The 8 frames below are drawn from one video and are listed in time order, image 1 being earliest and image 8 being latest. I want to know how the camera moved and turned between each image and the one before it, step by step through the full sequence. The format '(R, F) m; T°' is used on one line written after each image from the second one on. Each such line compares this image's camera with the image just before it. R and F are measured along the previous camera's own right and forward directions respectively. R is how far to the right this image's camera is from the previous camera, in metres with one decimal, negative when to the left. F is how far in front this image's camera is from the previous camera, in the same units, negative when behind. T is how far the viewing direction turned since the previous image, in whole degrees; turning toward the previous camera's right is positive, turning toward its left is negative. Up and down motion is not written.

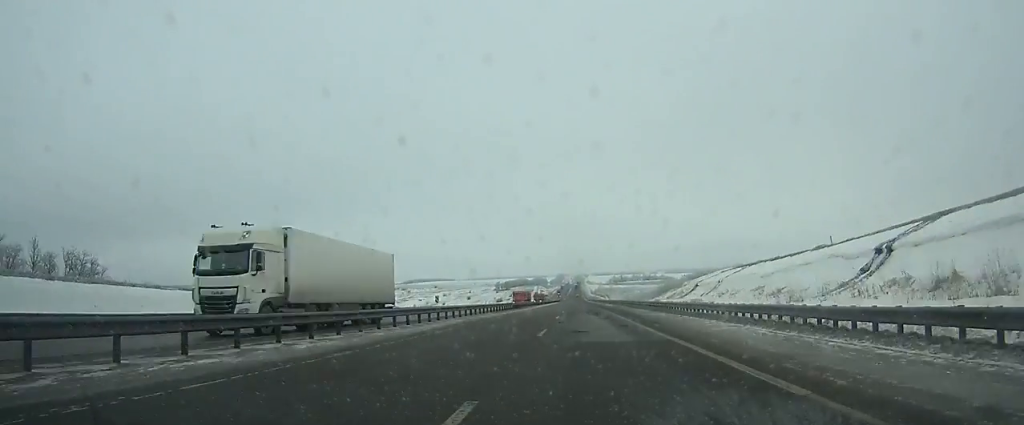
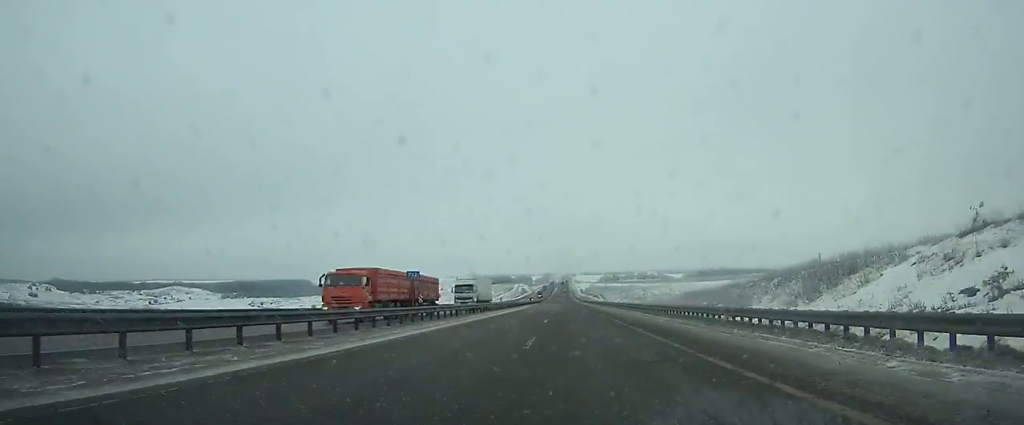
(+0.2, +86.7) m; 0°
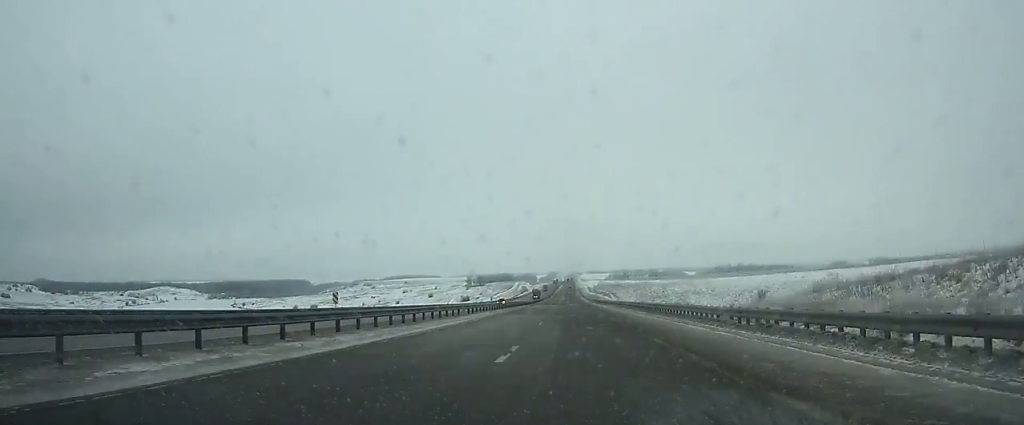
(+0.2, +53.7) m; 0°
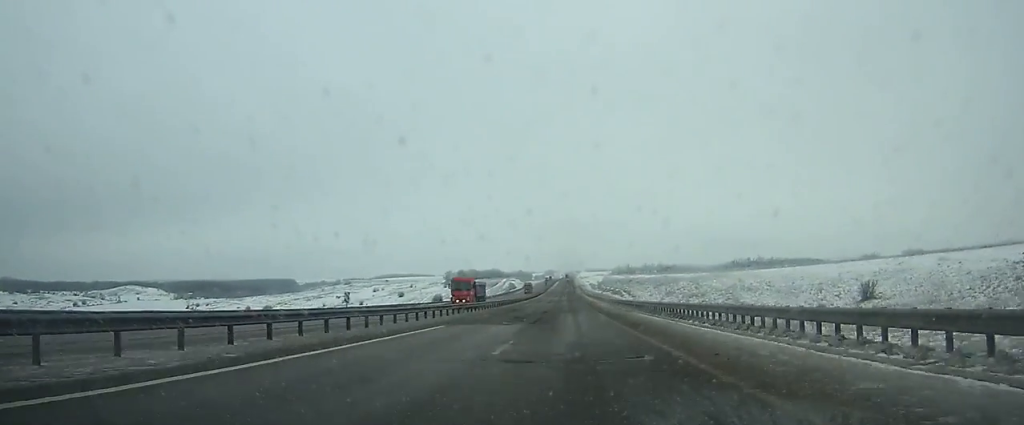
(-0.3, +82.4) m; 0°
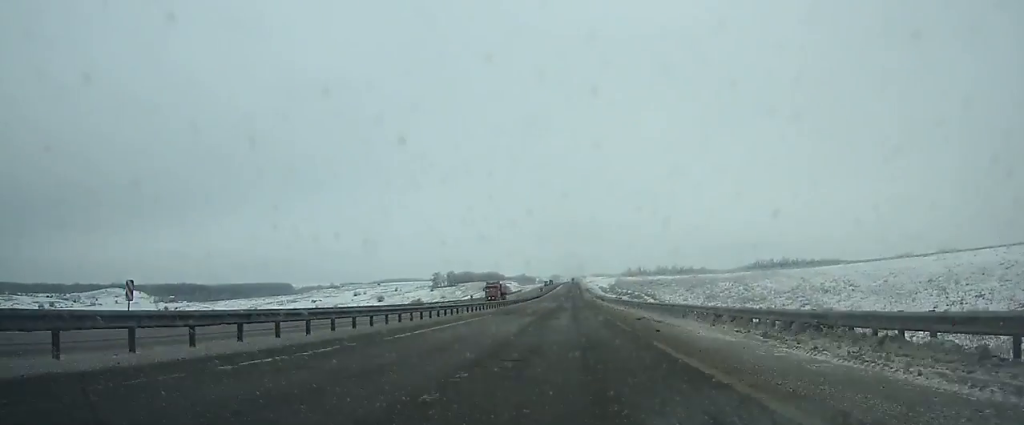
(0.0, +54.3) m; 0°
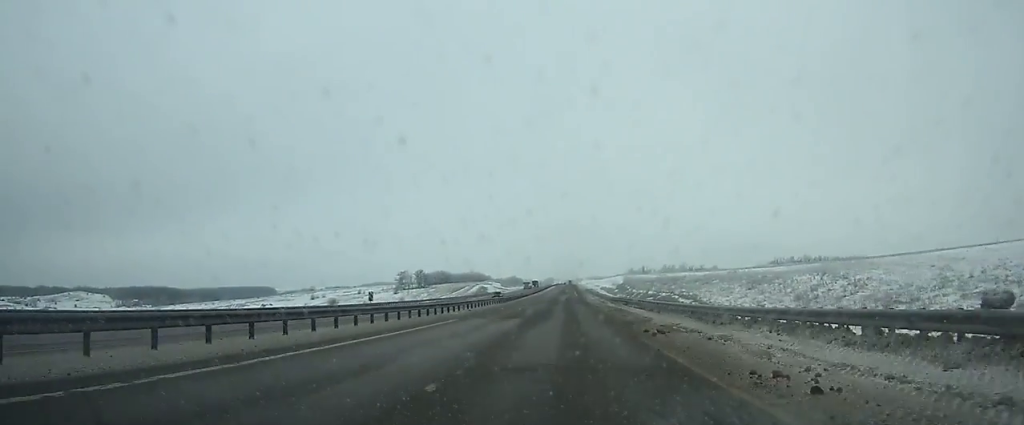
(+0.1, +64.6) m; 0°
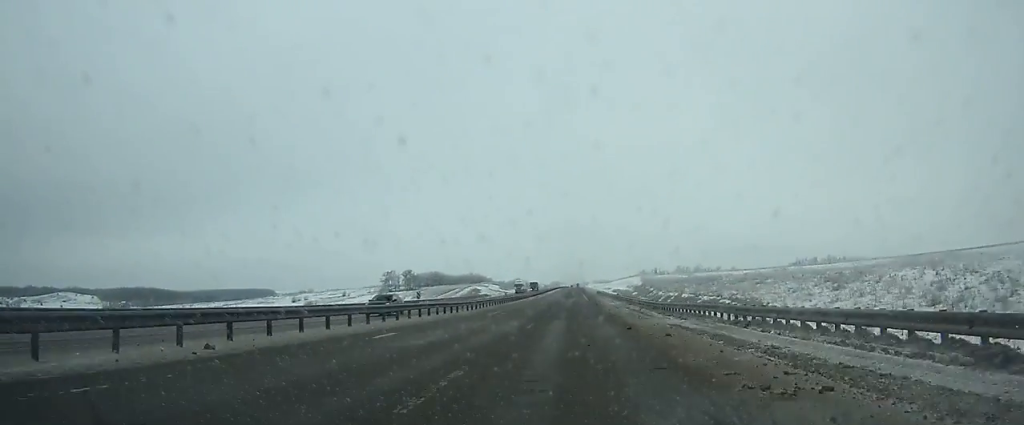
(-0.1, +34.9) m; 0°
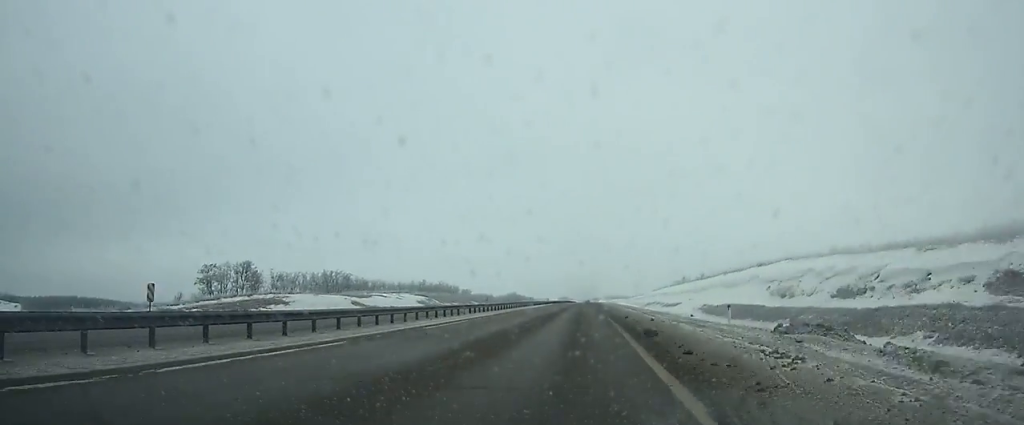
(0.0, +144.9) m; 0°
